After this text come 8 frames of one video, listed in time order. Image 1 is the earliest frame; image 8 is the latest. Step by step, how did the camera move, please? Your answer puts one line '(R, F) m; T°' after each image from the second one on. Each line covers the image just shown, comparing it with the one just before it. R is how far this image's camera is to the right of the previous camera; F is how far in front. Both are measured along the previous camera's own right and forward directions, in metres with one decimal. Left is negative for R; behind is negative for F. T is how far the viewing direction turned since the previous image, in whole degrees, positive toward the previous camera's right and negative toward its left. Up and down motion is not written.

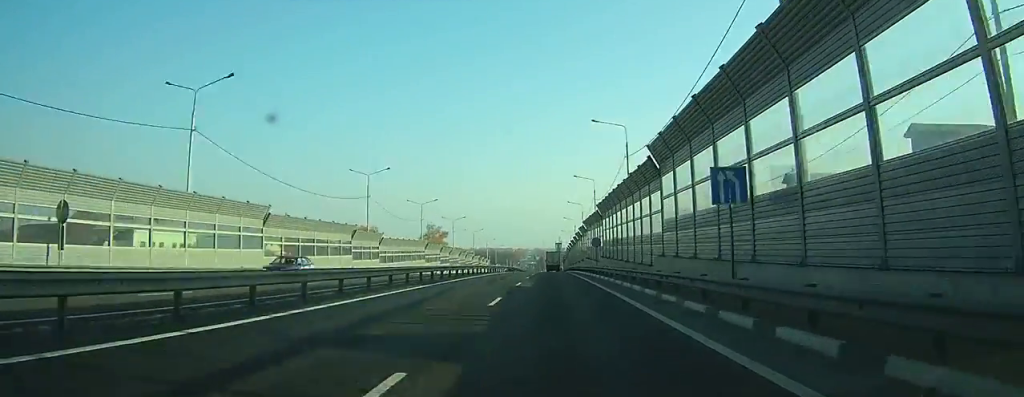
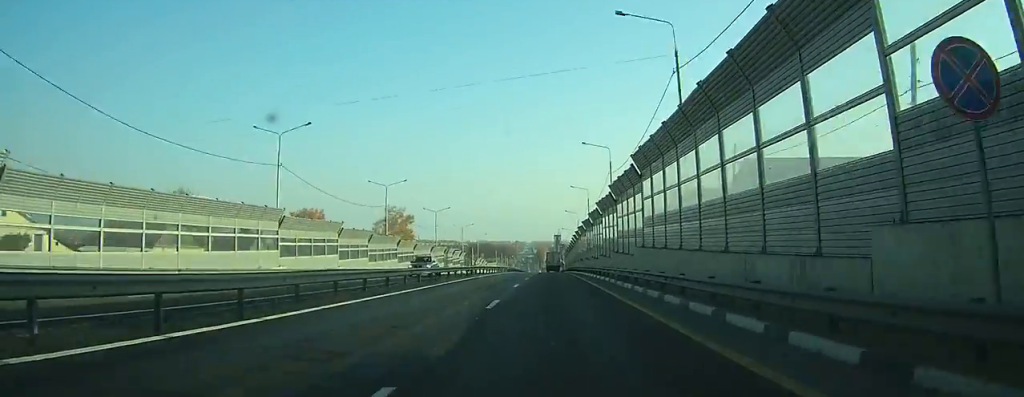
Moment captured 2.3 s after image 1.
(+0.4, +51.3) m; 0°
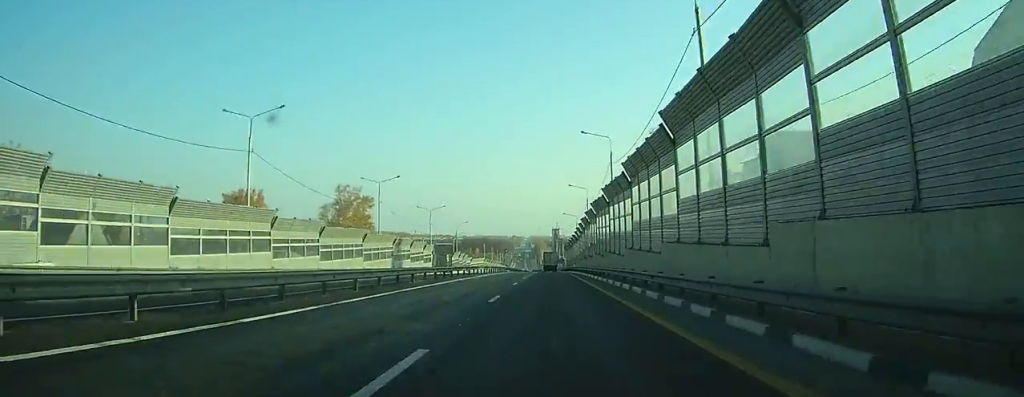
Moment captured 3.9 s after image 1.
(0.0, +35.3) m; 0°
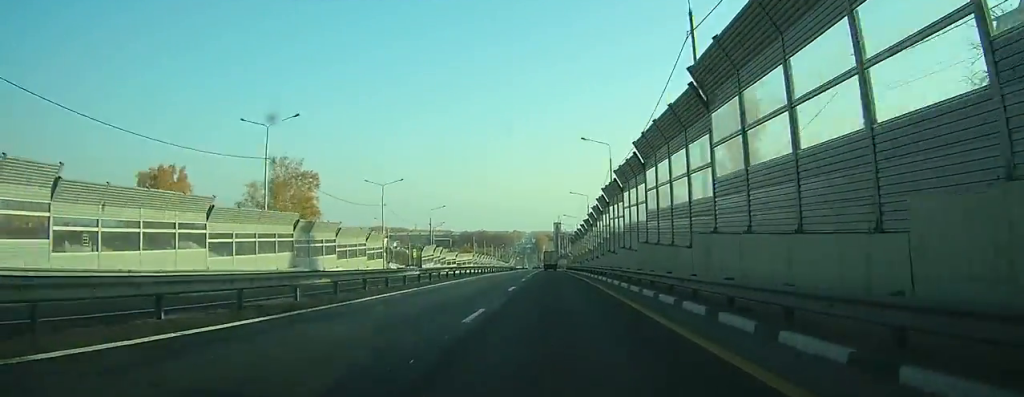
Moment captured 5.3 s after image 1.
(0.0, +30.5) m; 0°
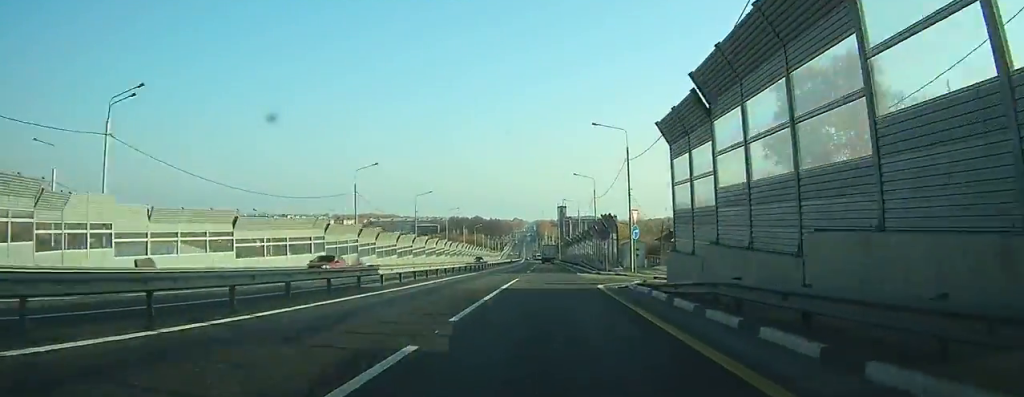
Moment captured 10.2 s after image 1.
(-0.2, +95.2) m; 0°
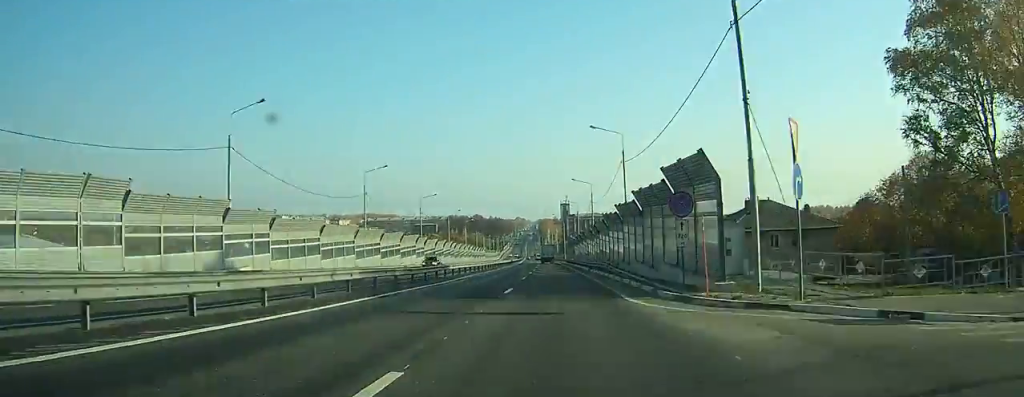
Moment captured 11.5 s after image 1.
(0.0, +24.9) m; 0°
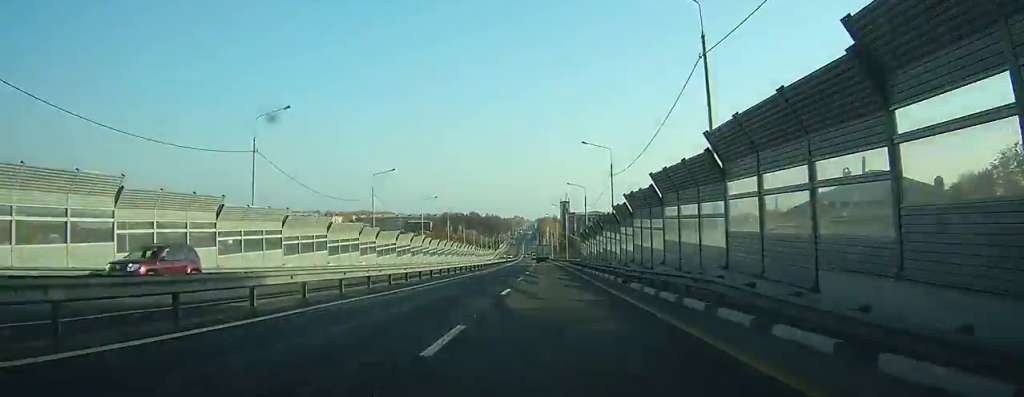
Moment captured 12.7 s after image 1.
(-0.1, +24.3) m; 0°
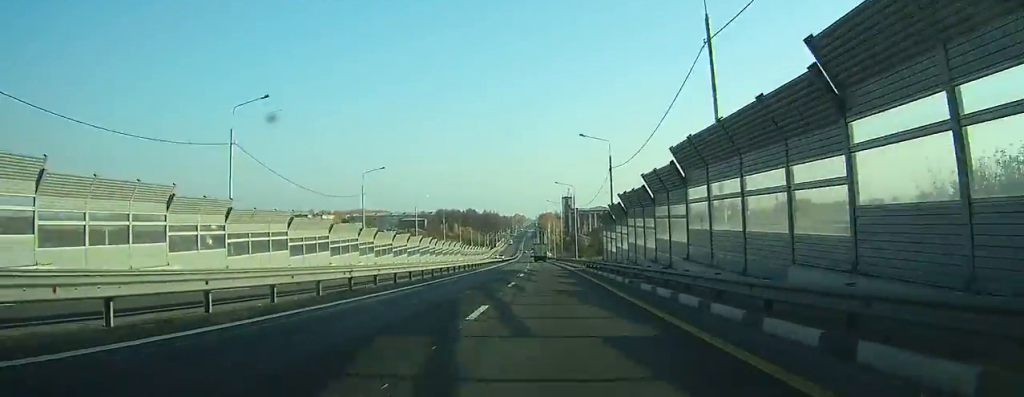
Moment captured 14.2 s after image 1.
(-0.1, +31.4) m; 0°
